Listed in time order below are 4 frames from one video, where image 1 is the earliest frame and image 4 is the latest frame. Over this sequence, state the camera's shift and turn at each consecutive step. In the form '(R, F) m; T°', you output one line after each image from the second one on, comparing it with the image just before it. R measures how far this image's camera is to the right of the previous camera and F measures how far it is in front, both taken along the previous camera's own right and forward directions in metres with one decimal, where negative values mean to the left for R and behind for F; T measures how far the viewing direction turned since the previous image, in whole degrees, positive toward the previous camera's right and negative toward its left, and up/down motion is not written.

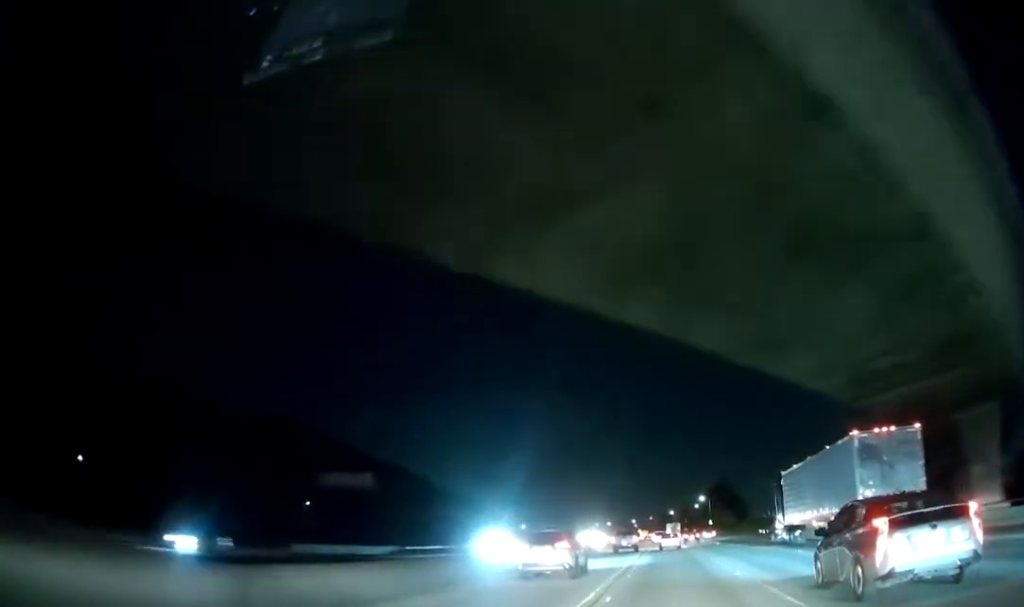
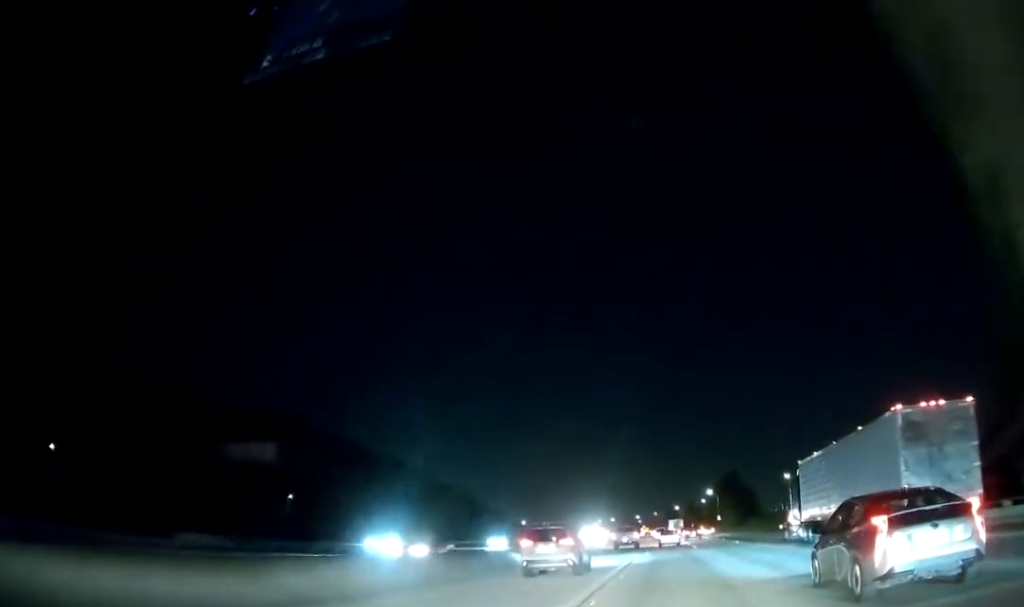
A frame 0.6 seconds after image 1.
(0.0, +17.2) m; 0°
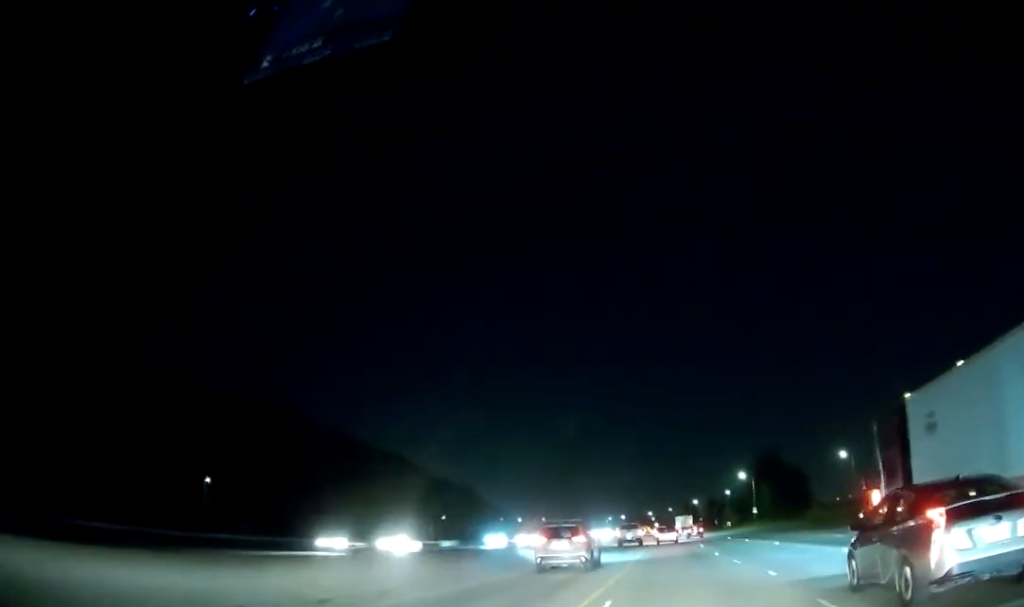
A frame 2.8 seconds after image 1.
(-2.1, +61.7) m; -3°
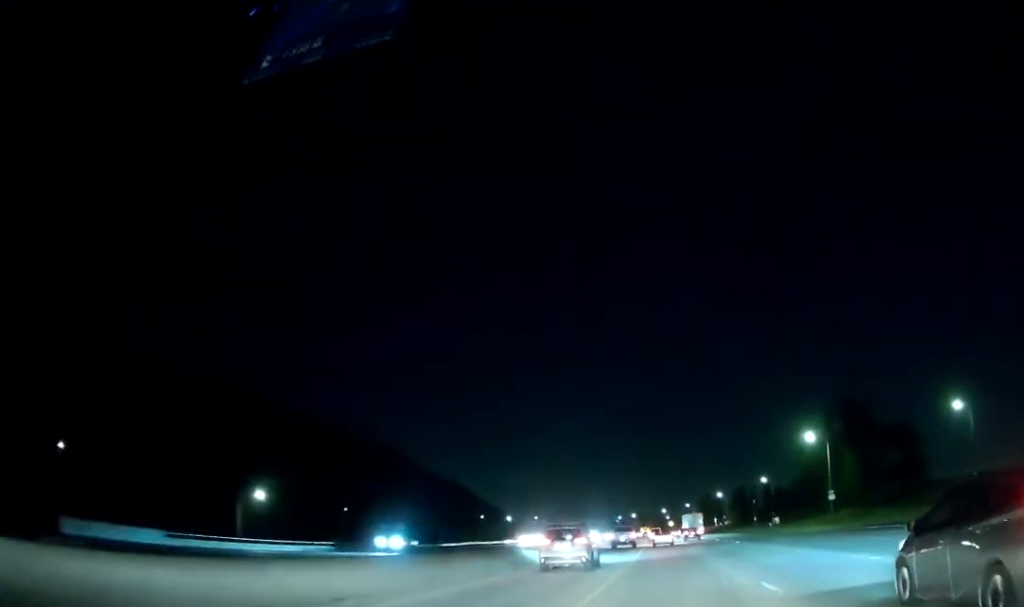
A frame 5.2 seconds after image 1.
(+0.2, +70.0) m; -1°
